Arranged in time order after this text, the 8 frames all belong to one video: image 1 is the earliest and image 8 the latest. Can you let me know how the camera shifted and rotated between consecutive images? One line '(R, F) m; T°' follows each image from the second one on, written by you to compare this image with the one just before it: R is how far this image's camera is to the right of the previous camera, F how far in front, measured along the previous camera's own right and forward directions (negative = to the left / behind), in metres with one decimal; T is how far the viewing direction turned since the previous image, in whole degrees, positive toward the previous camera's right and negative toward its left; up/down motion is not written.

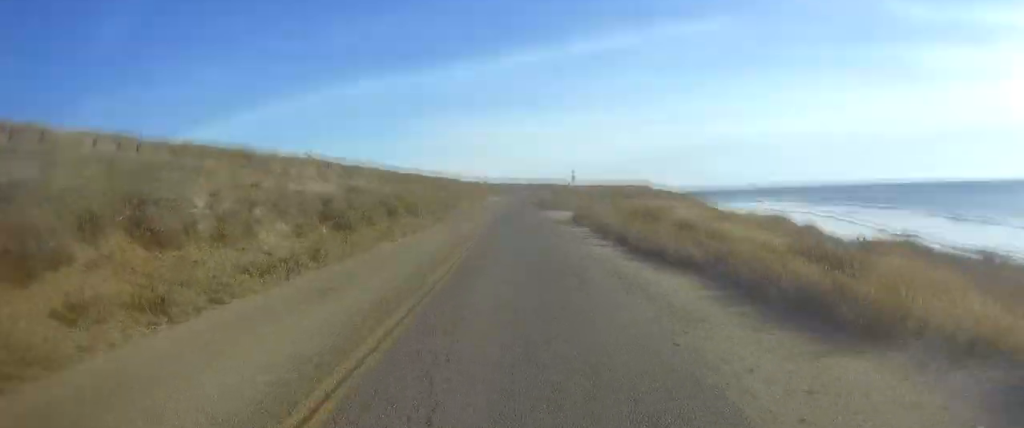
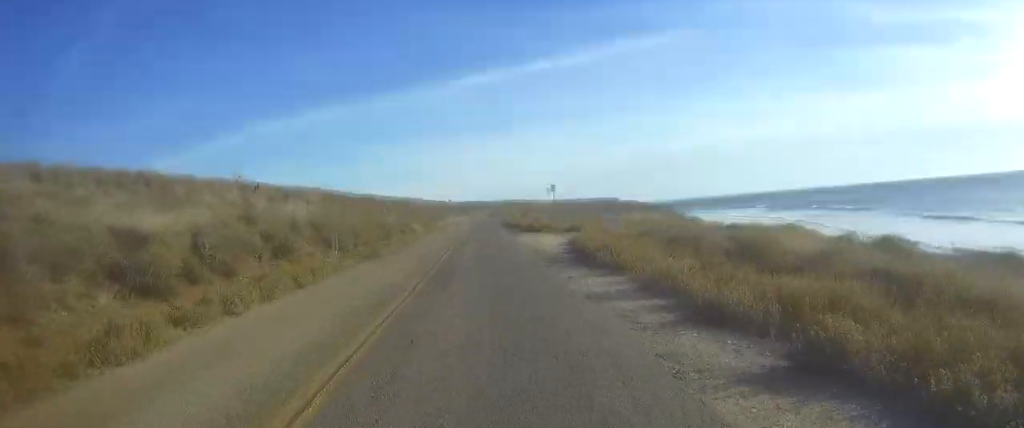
(0.0, +14.1) m; -1°
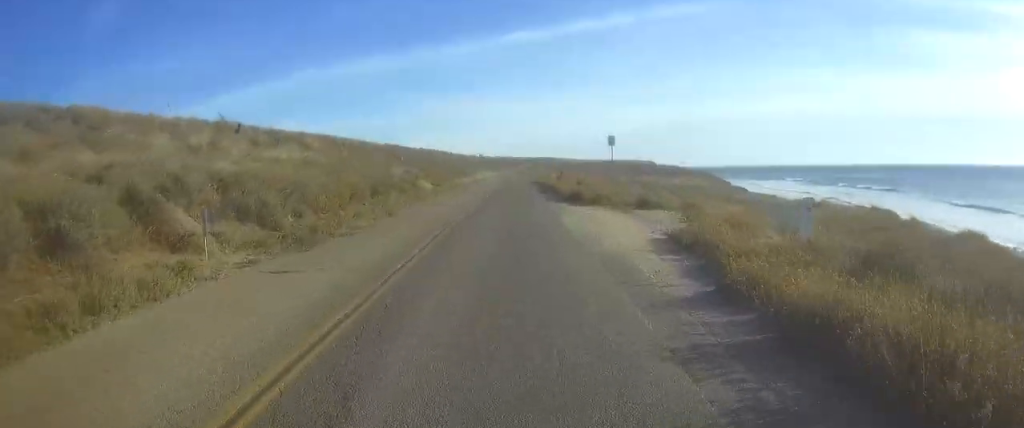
(-0.2, +12.3) m; -2°
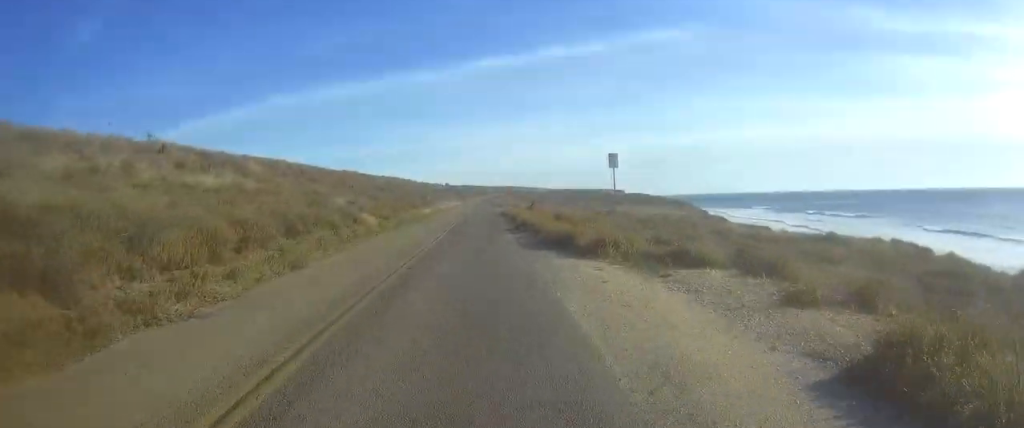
(0.0, +8.1) m; -1°
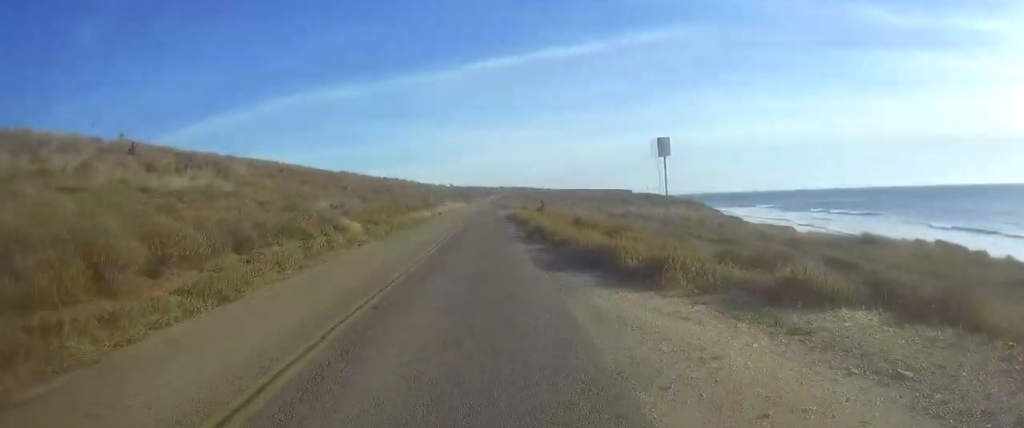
(0.0, +5.5) m; 0°
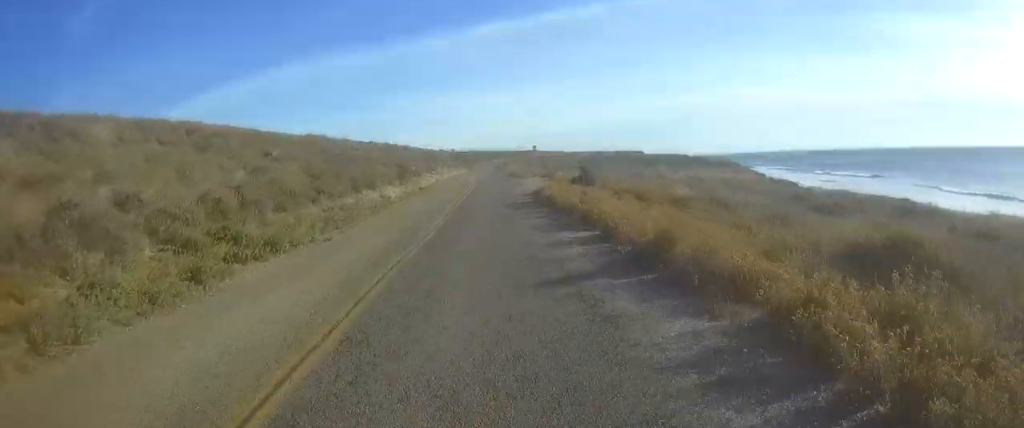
(0.0, +26.5) m; +1°
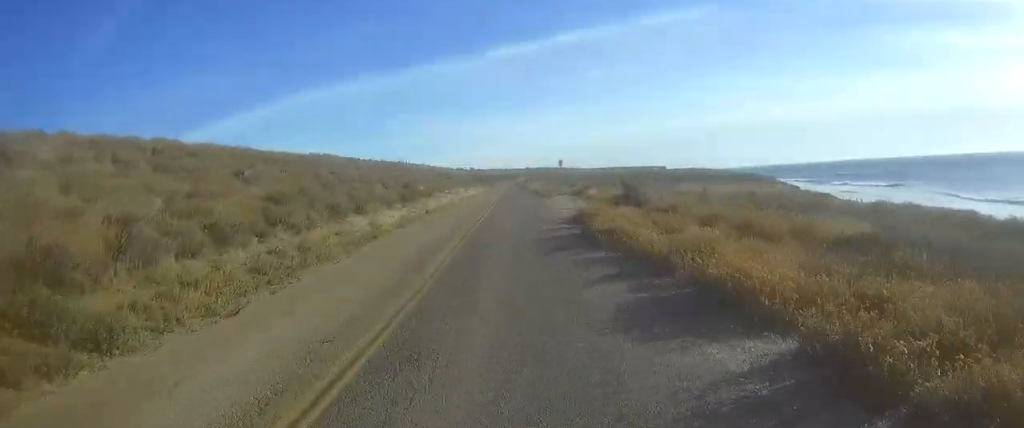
(+0.1, +8.4) m; 0°
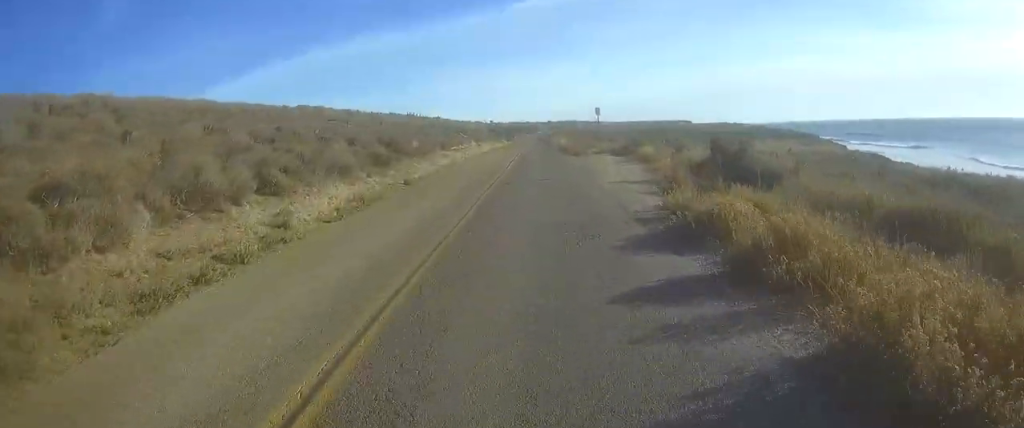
(-0.2, +12.7) m; +2°
